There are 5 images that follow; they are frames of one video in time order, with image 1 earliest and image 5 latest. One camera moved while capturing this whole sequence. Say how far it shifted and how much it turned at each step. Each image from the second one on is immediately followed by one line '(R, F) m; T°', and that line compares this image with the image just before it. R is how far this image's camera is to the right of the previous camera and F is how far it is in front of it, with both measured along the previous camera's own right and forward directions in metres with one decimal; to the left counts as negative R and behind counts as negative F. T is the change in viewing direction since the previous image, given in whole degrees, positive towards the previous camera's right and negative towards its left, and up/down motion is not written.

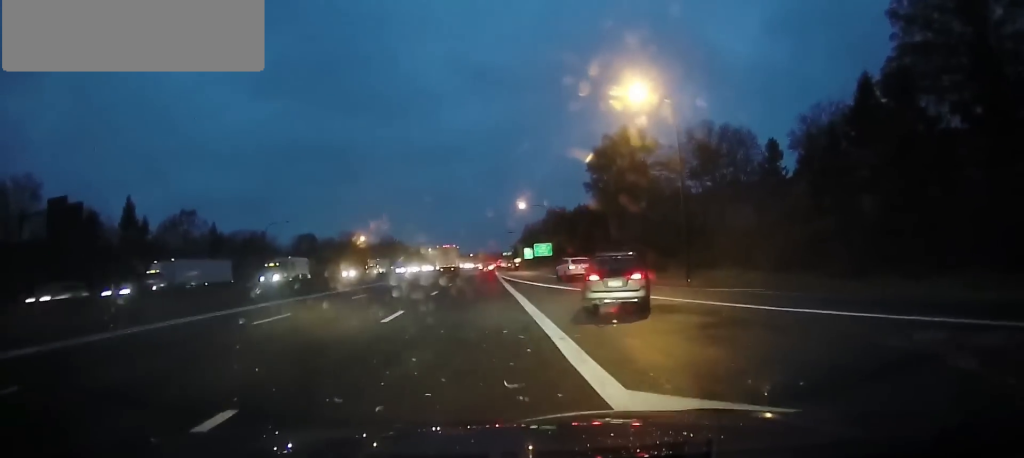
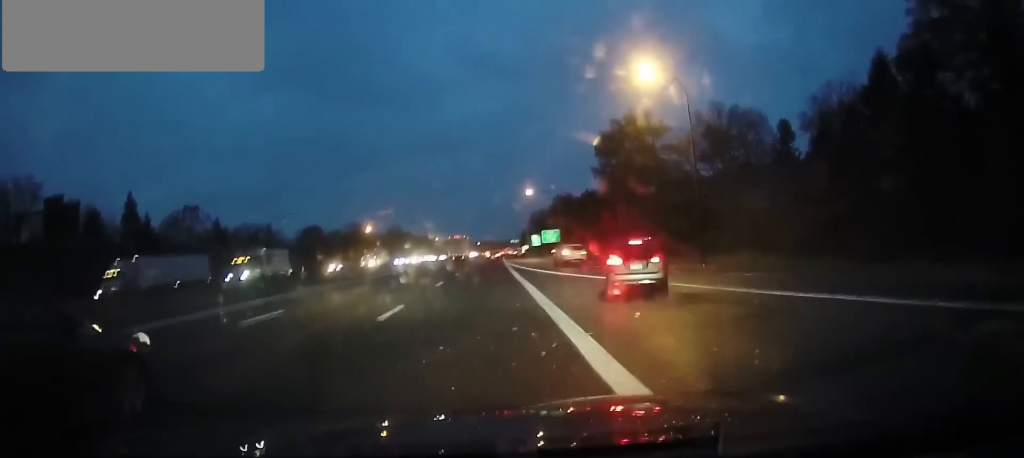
(0.0, +4.0) m; +1°
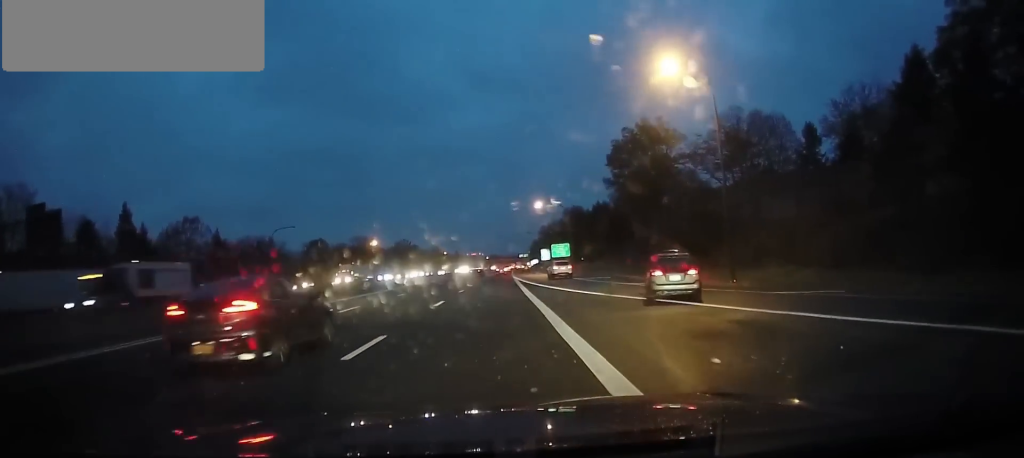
(+0.1, +7.1) m; +4°
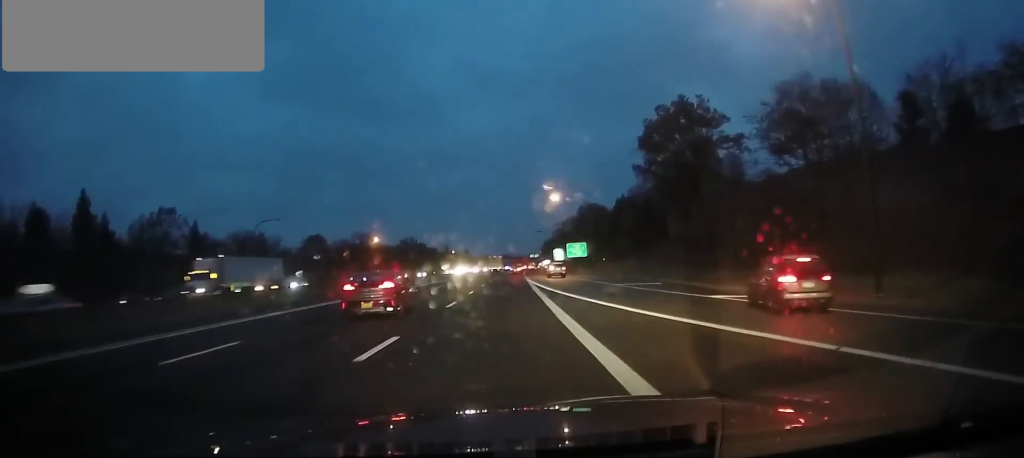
(+0.4, +9.6) m; +1°
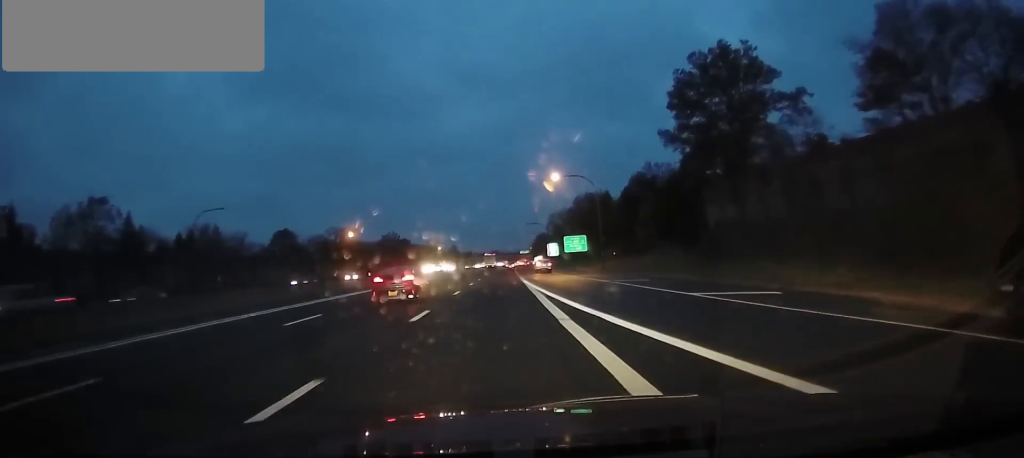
(-0.3, +10.7) m; -1°
